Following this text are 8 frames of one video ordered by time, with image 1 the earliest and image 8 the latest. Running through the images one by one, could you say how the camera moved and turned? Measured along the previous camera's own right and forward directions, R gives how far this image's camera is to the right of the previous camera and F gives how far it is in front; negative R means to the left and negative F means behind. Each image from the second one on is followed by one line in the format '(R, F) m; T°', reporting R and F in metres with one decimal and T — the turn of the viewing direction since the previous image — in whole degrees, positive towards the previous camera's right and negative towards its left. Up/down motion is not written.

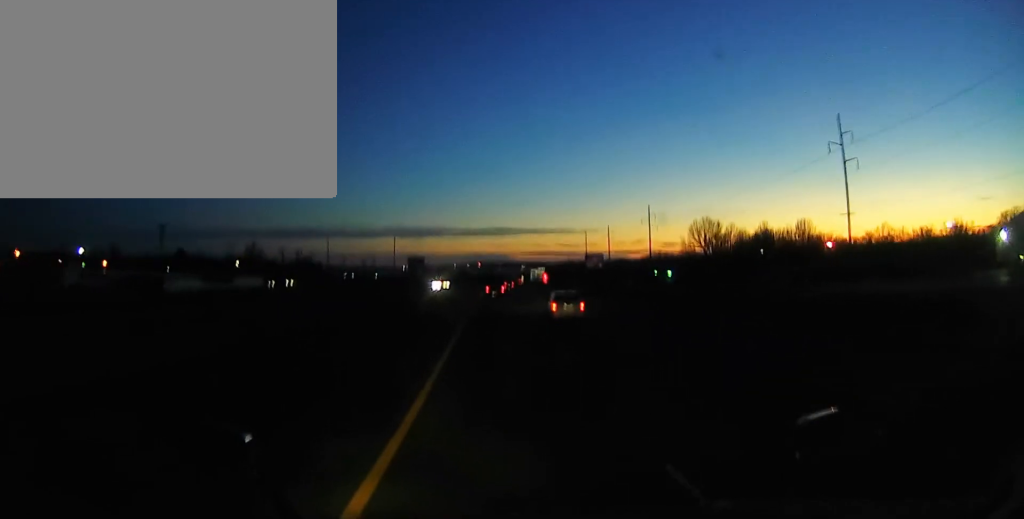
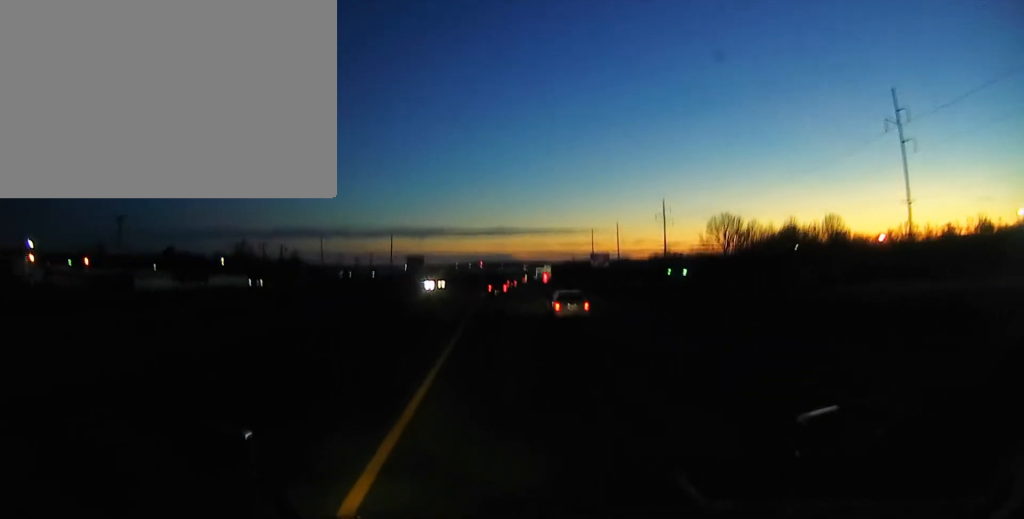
(0.0, +13.8) m; 0°
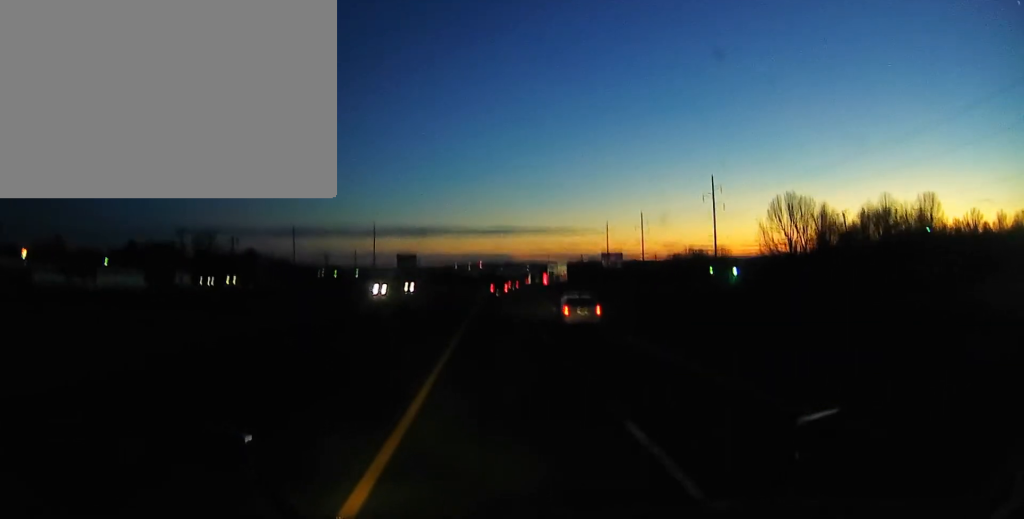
(0.0, +38.2) m; 0°
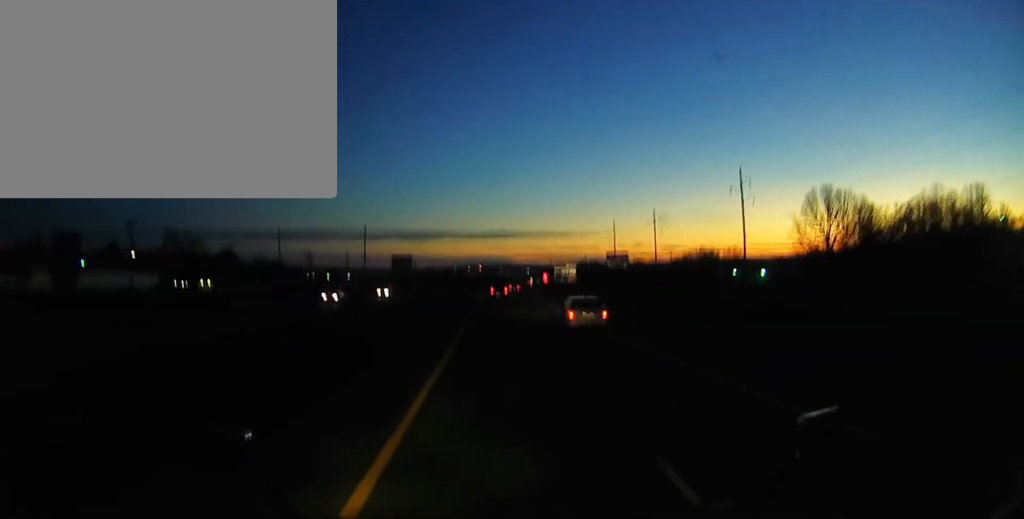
(0.0, +15.9) m; 0°
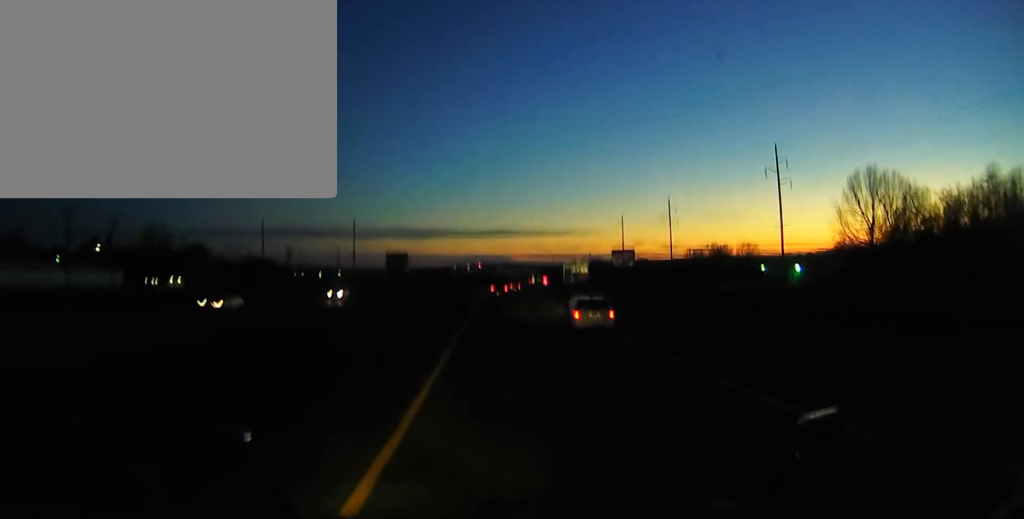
(0.0, +15.9) m; 0°
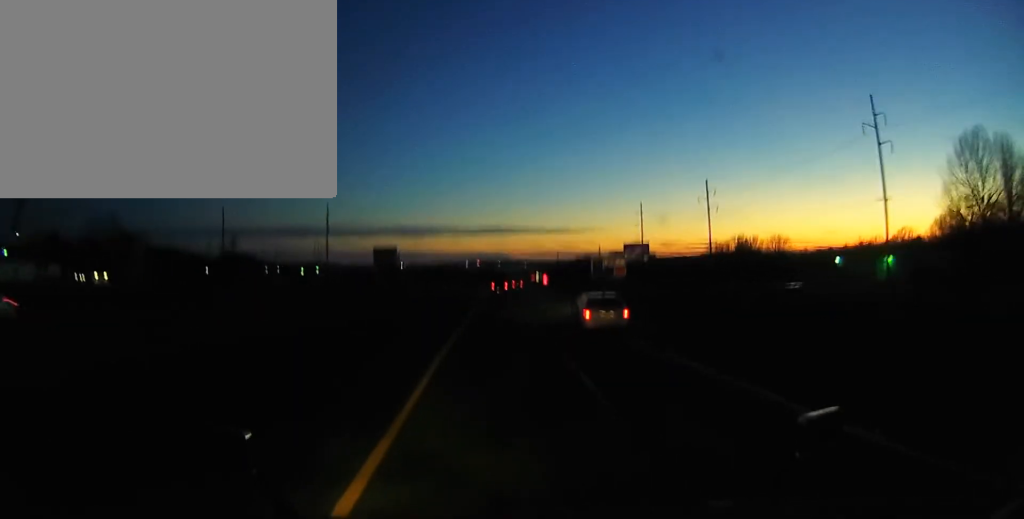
(0.0, +30.8) m; 0°
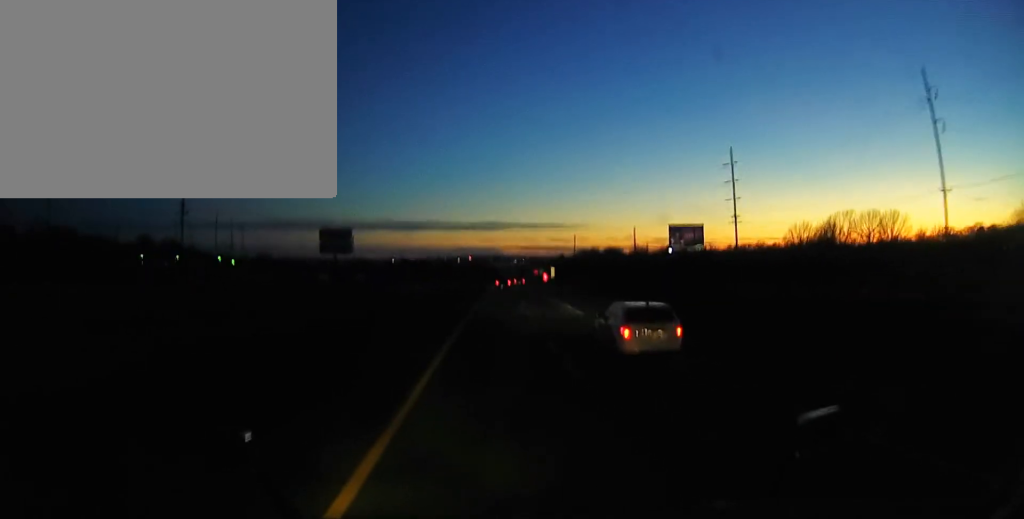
(-0.1, +79.6) m; 0°
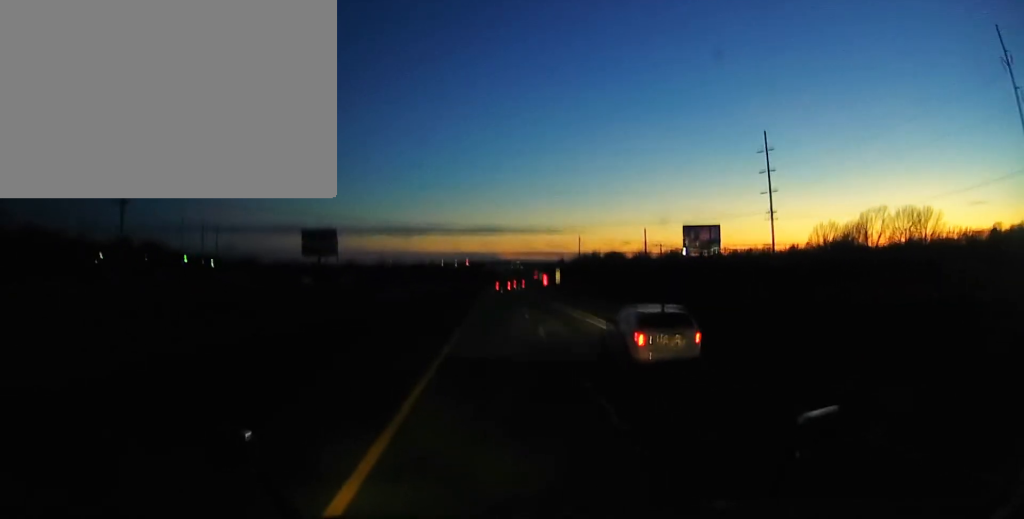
(0.0, +17.0) m; 0°
